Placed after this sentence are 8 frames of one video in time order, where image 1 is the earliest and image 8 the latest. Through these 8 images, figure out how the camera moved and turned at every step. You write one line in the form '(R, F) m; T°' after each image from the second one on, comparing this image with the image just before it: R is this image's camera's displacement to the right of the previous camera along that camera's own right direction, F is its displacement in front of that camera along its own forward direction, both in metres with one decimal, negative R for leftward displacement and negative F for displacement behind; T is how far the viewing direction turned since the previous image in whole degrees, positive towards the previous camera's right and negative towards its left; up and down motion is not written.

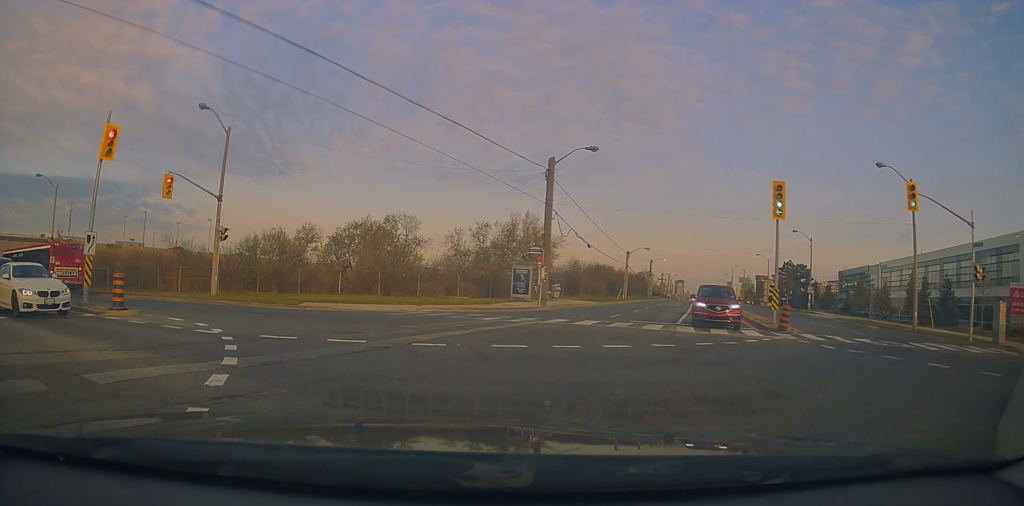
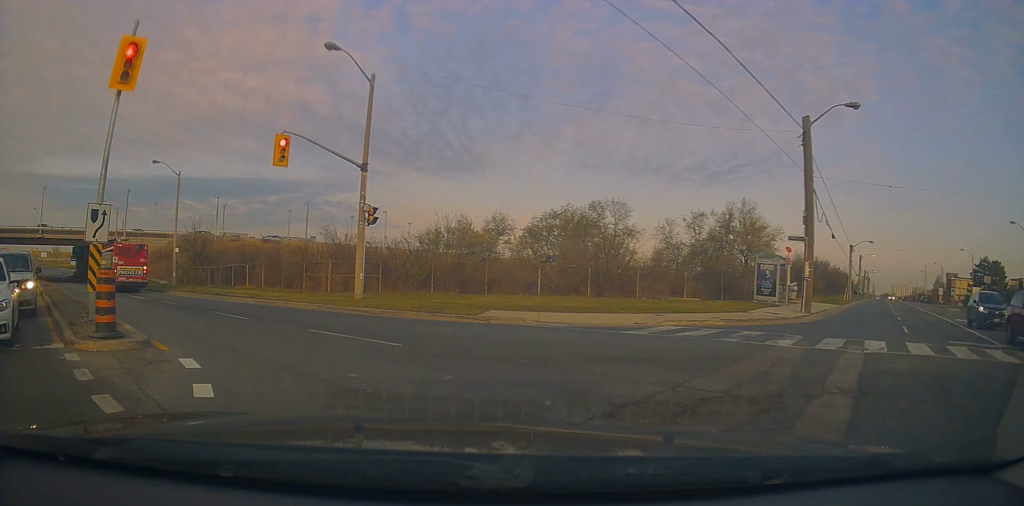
(-1.2, +8.8) m; -14°
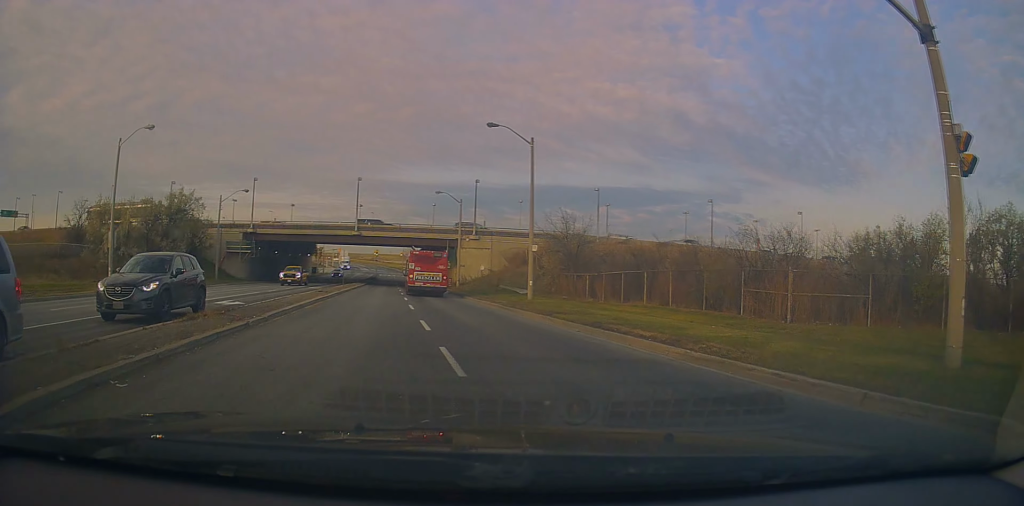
(-4.4, +13.5) m; -32°
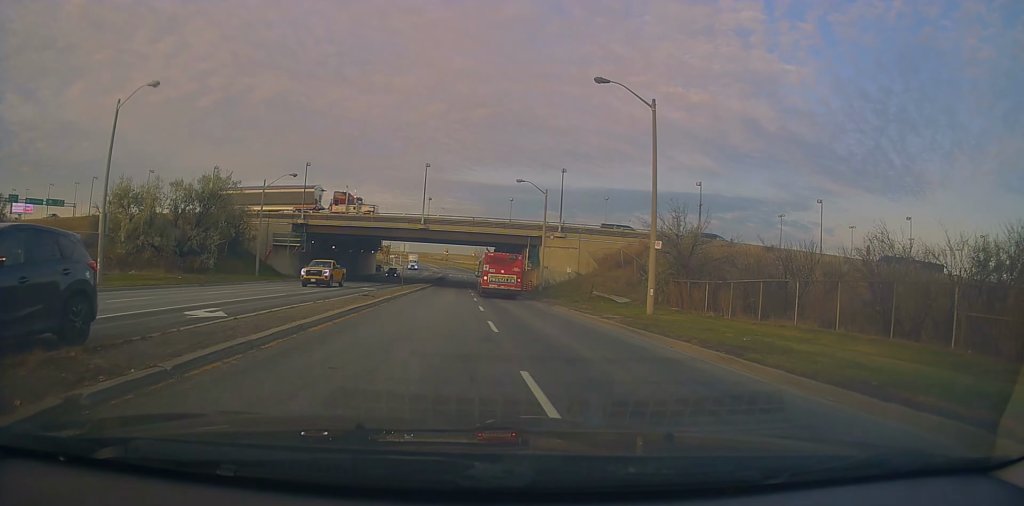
(-0.7, +8.5) m; -6°
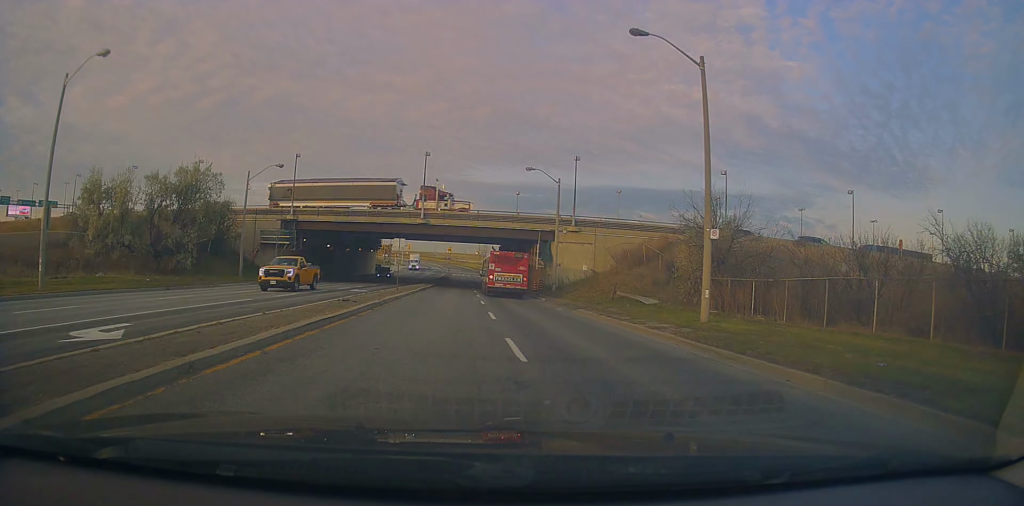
(0.0, +5.1) m; -2°
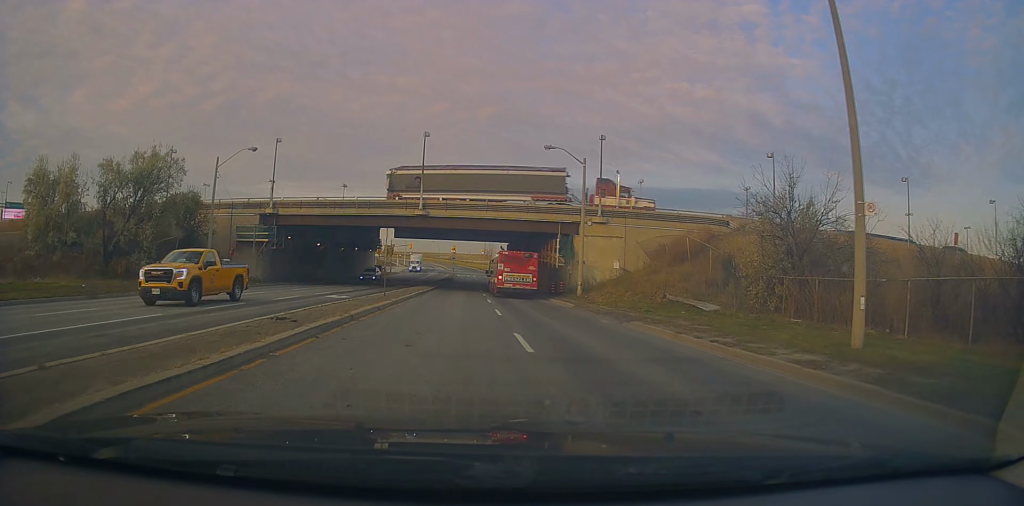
(-0.2, +7.9) m; -1°
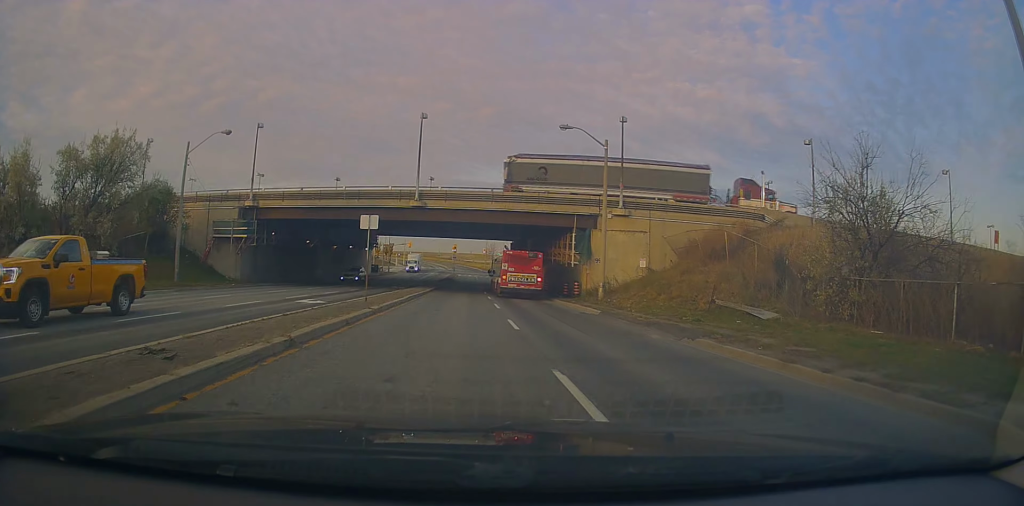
(0.0, +5.3) m; 0°
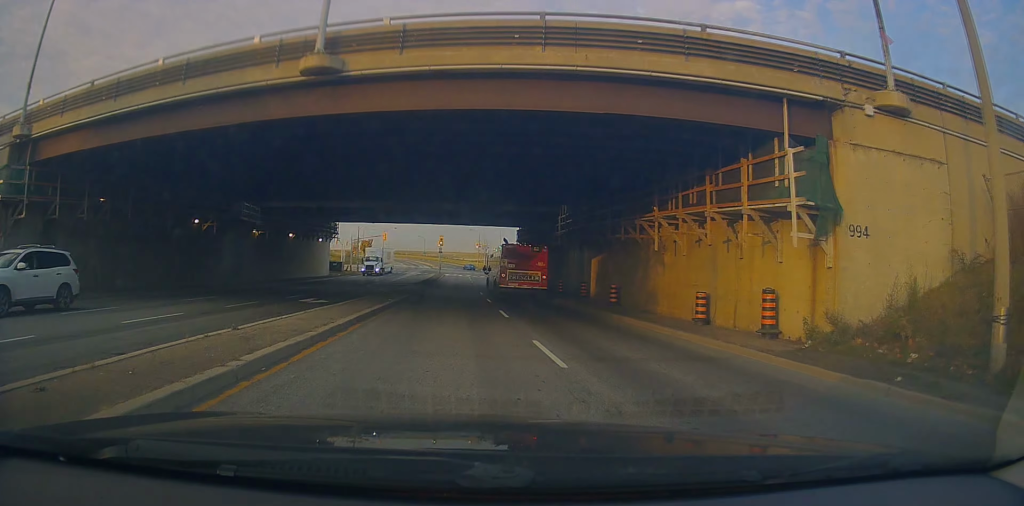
(+0.6, +25.4) m; +2°
